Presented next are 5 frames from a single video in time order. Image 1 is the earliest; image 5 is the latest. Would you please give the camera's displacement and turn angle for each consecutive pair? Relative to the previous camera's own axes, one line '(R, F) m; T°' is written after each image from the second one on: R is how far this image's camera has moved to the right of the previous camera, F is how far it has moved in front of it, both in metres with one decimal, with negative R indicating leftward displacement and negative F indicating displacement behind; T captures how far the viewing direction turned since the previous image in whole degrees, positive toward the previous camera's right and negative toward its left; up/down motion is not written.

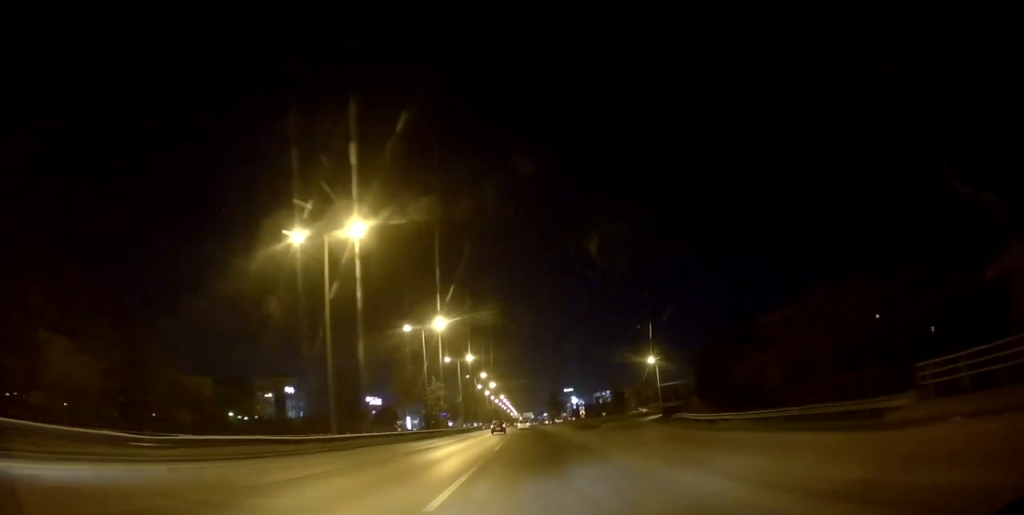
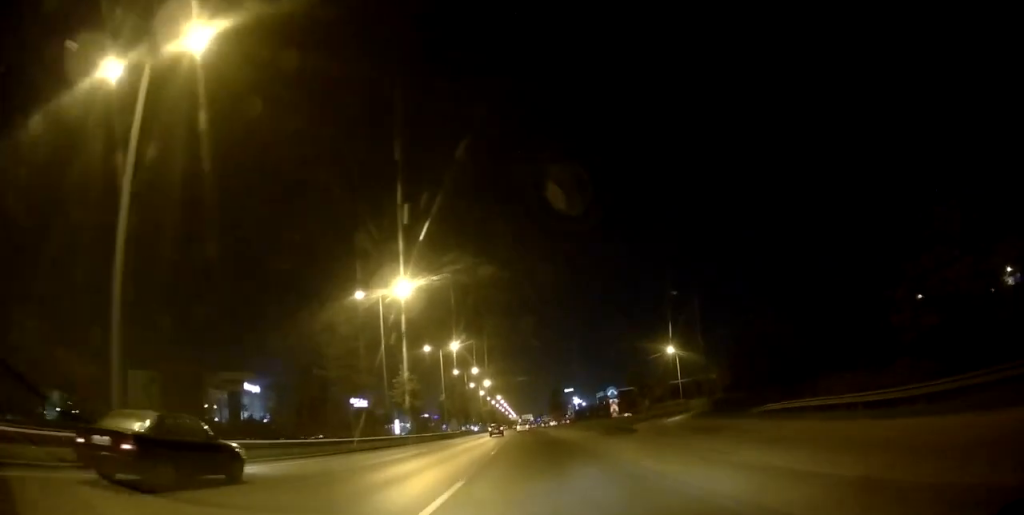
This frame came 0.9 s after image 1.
(+0.1, +16.4) m; 0°
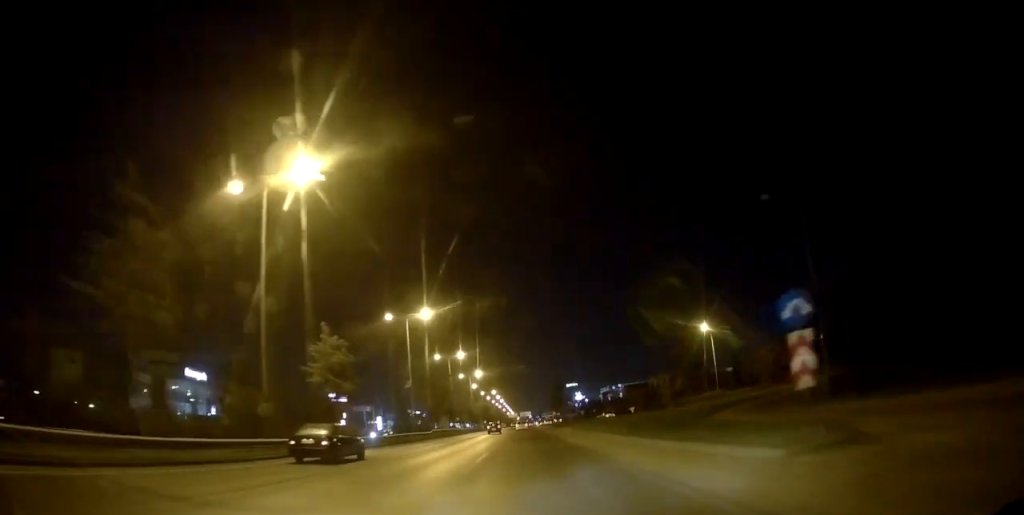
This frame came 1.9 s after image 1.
(0.0, +19.2) m; -1°
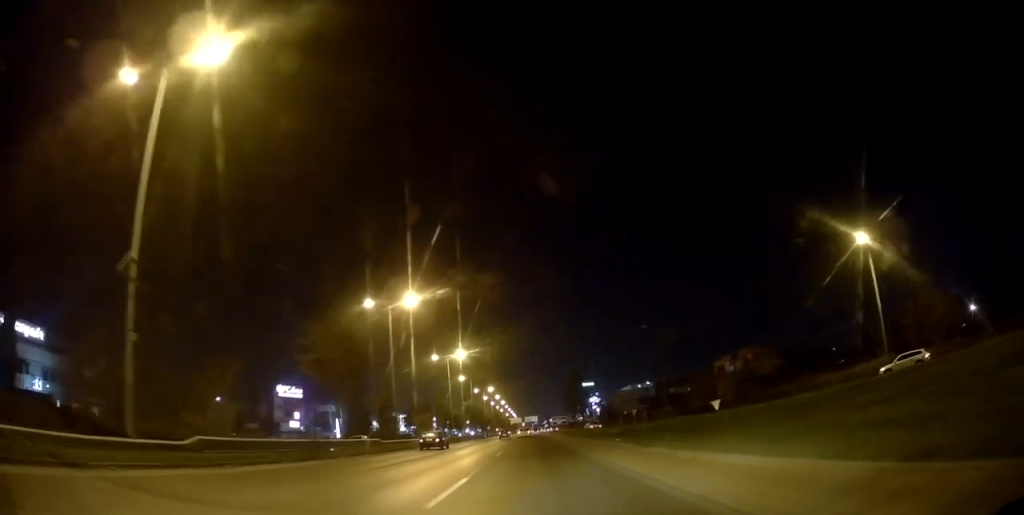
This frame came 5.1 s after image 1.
(-0.6, +61.4) m; 0°
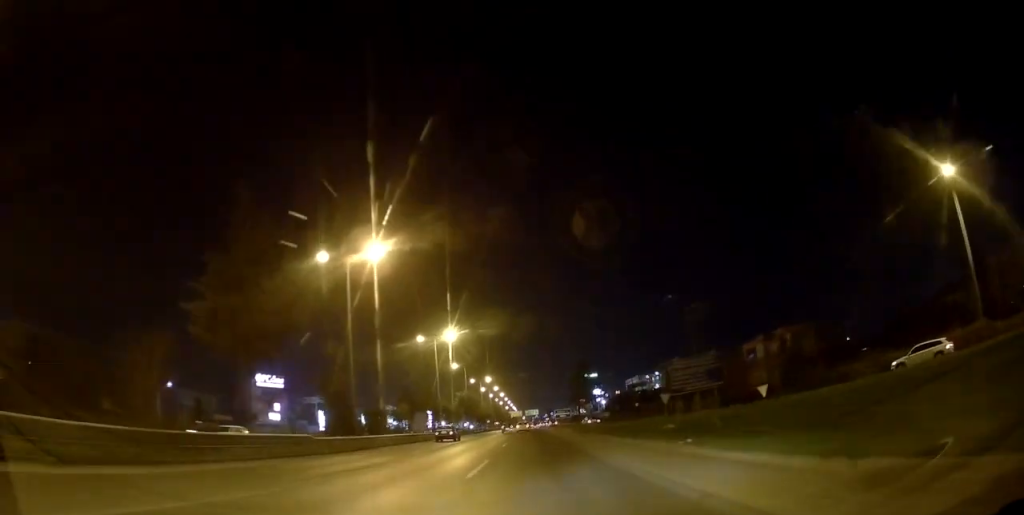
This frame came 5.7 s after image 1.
(0.0, +12.3) m; -1°
